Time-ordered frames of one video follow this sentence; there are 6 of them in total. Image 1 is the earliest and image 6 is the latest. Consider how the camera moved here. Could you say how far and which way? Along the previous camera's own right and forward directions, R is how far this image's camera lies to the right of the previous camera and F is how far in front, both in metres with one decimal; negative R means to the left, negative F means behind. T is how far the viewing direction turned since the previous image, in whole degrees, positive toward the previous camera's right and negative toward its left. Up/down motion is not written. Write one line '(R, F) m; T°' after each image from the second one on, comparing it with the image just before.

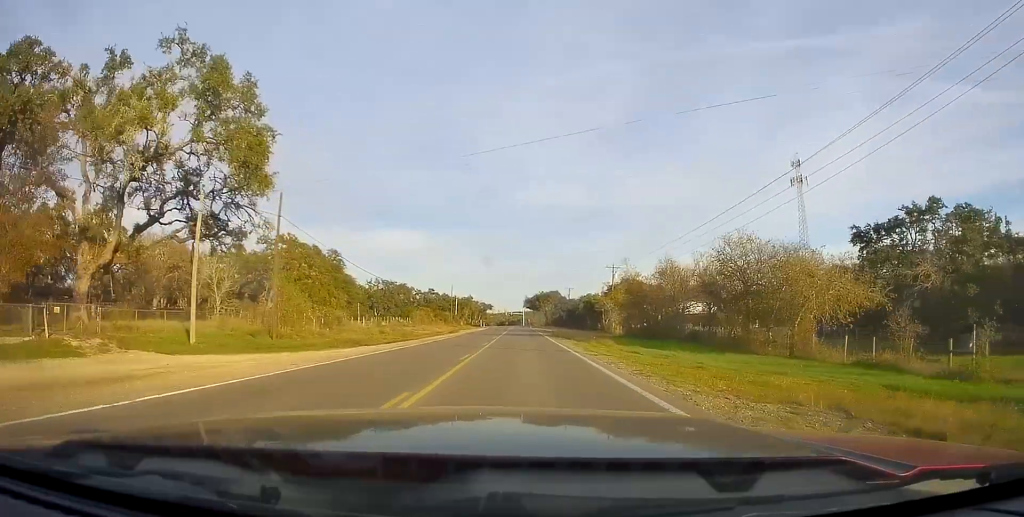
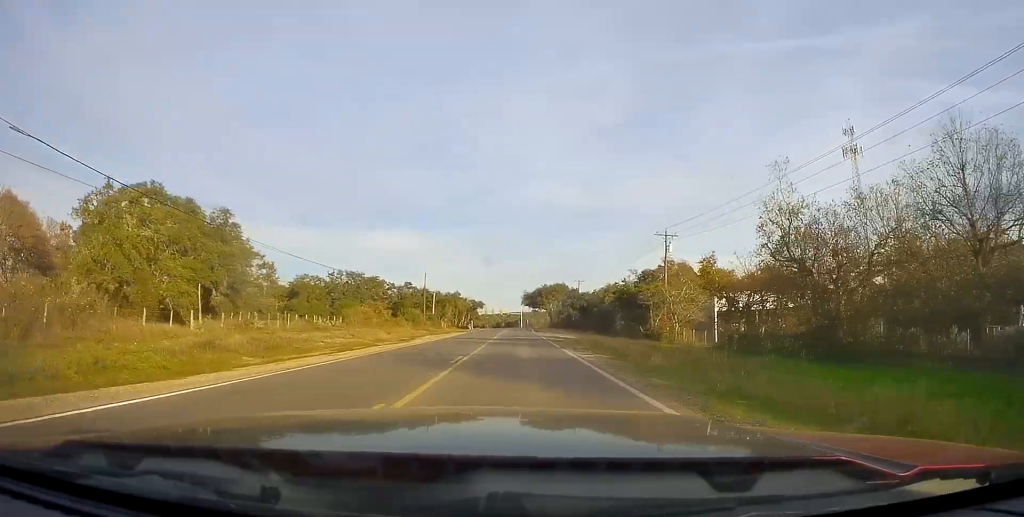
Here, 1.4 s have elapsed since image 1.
(0.0, +35.8) m; 0°
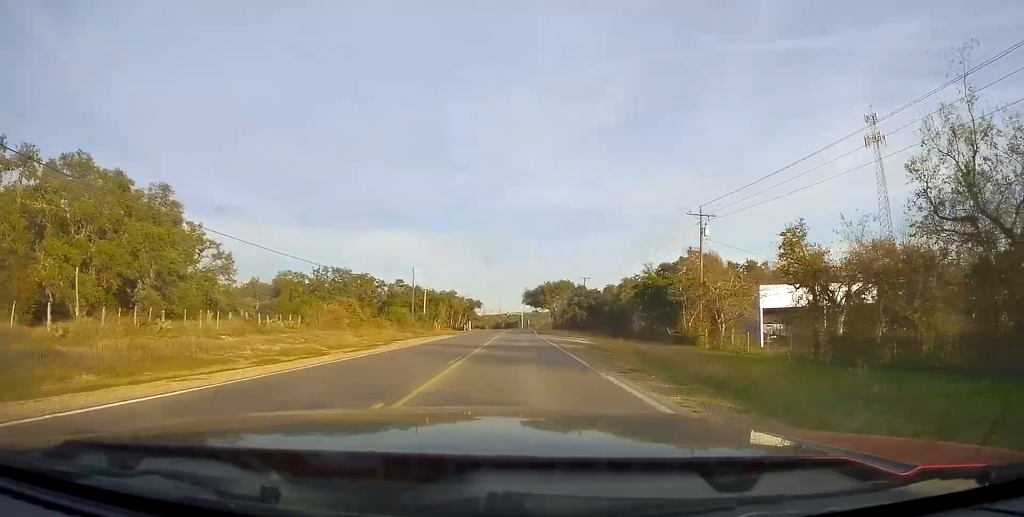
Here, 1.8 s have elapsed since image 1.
(0.0, +11.5) m; -1°
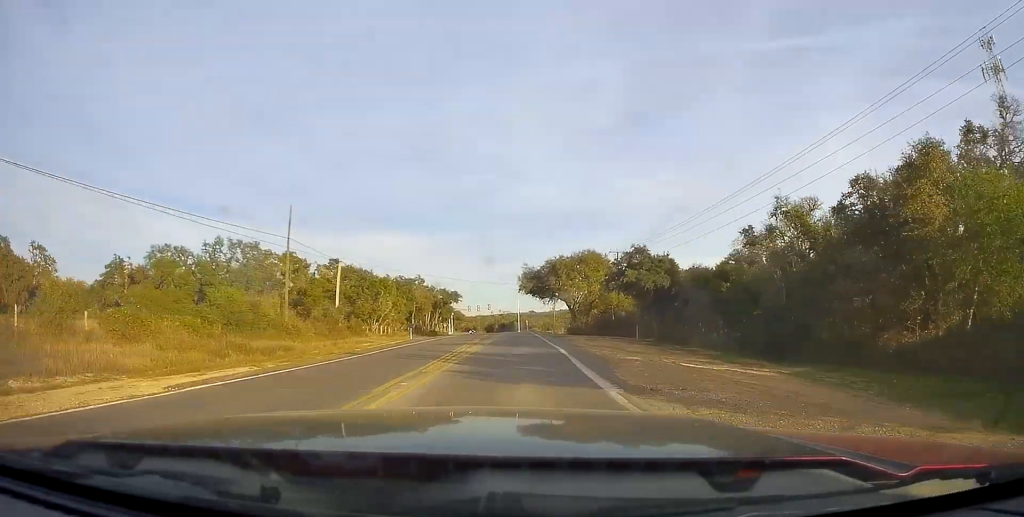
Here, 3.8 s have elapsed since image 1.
(-0.2, +49.2) m; +1°
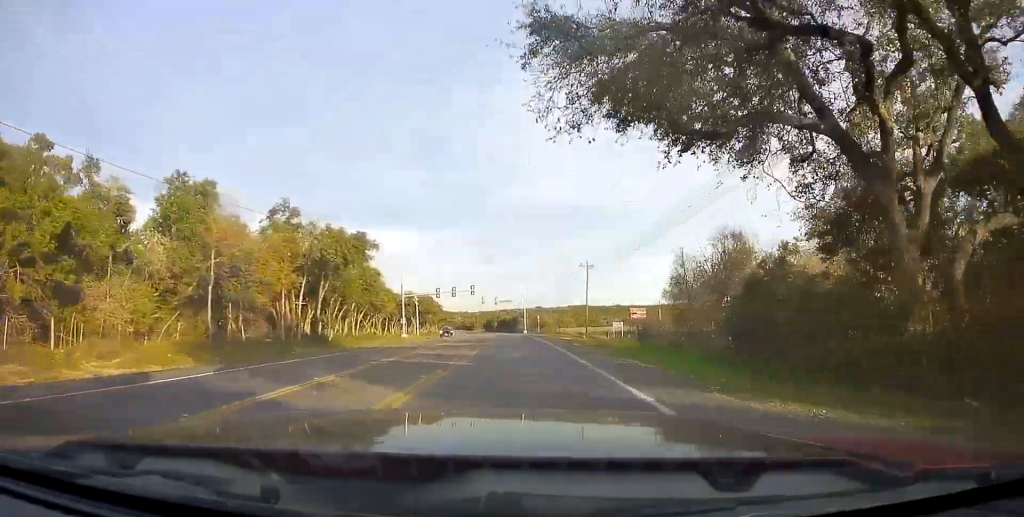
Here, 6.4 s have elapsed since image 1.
(-0.4, +66.1) m; 0°
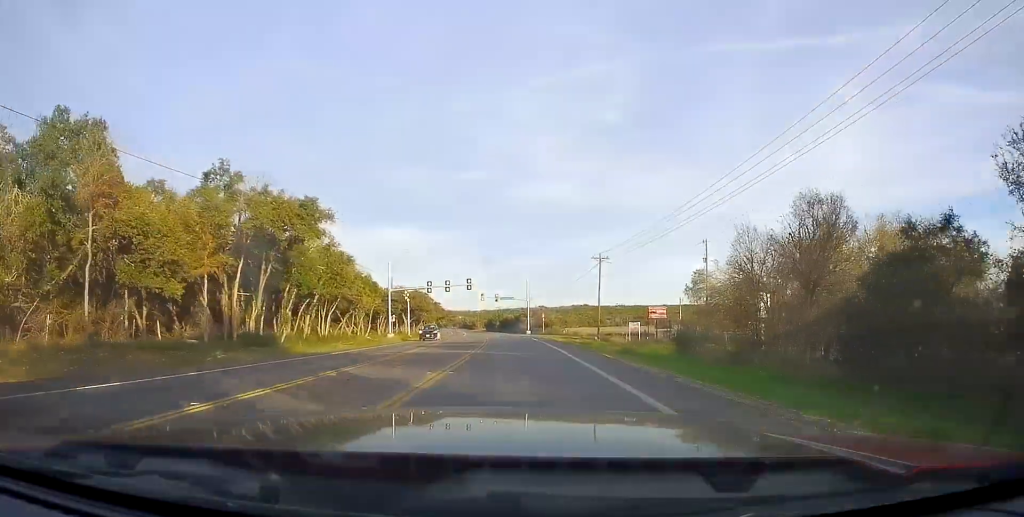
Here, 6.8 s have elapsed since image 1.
(0.0, +11.0) m; -1°
